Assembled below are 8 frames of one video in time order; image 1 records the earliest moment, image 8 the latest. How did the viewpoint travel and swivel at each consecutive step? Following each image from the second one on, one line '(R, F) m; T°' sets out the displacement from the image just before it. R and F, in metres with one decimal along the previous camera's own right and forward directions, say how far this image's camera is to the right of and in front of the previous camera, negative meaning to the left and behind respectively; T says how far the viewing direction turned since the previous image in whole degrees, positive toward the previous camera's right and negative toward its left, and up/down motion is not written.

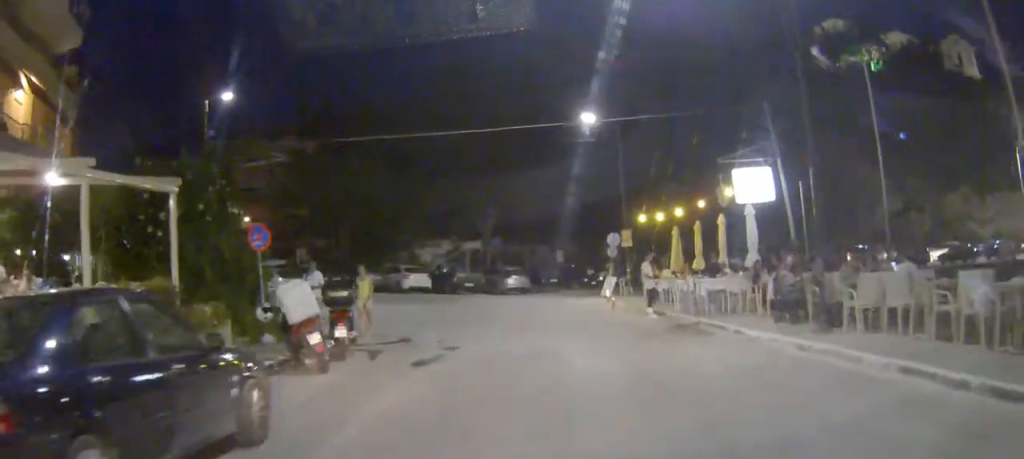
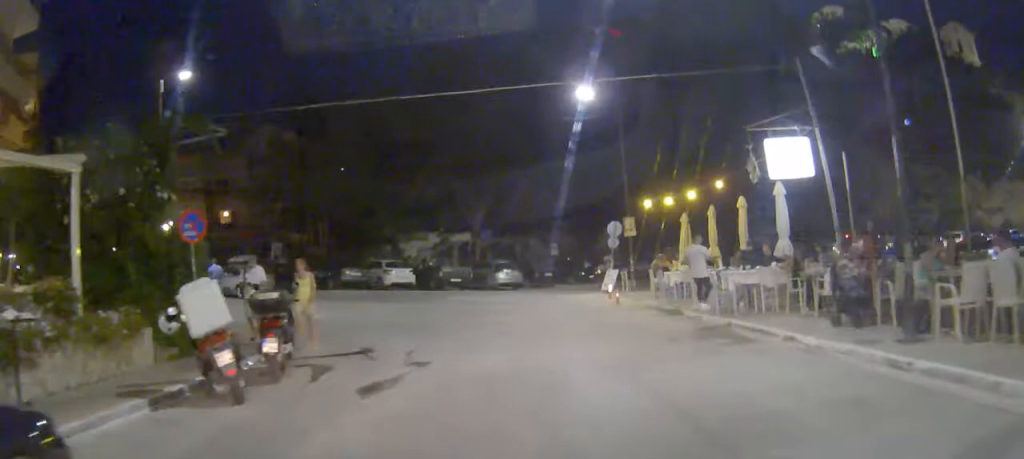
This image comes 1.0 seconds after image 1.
(0.0, +3.3) m; +1°
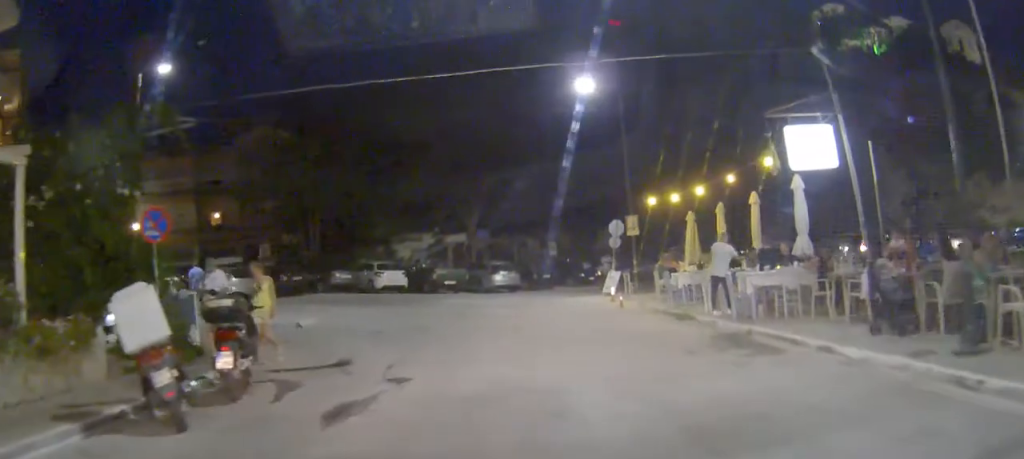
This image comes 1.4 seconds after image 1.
(0.0, +1.5) m; 0°
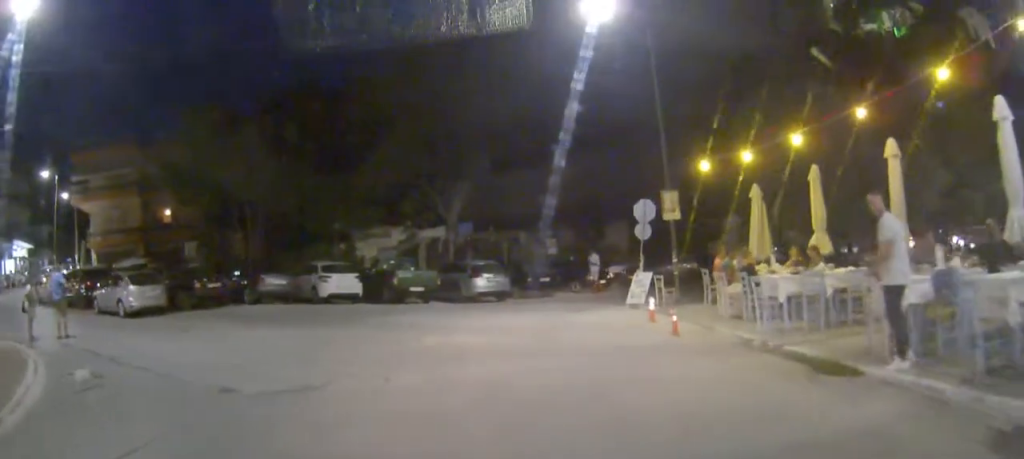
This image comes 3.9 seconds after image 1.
(-0.1, +8.5) m; -2°
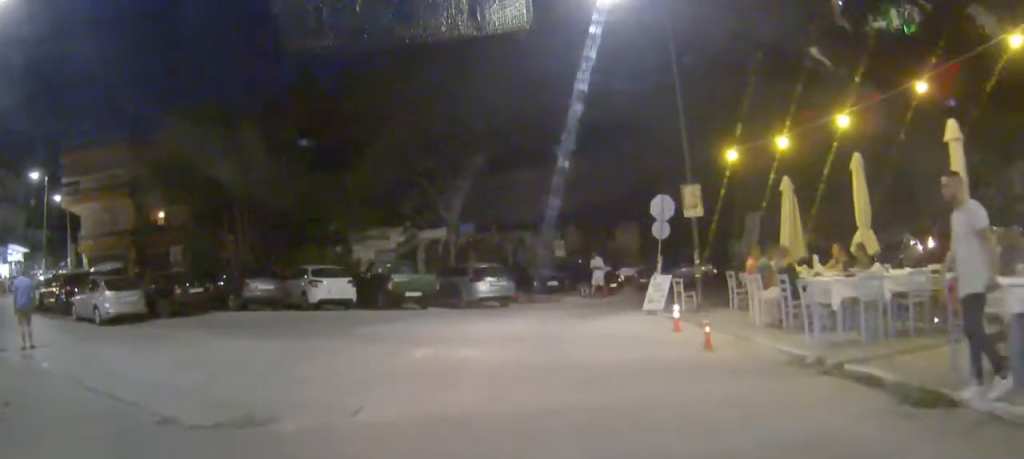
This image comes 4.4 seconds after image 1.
(0.0, +1.9) m; -1°
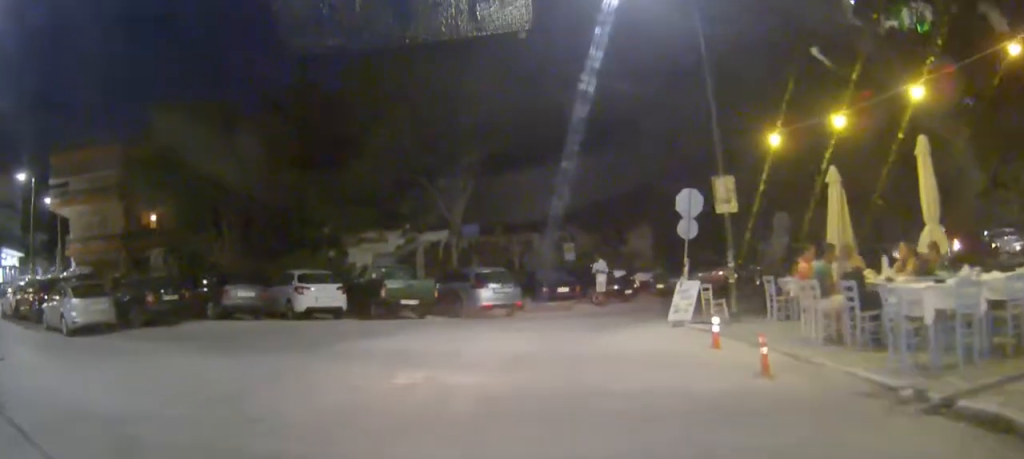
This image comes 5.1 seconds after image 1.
(0.0, +2.1) m; 0°
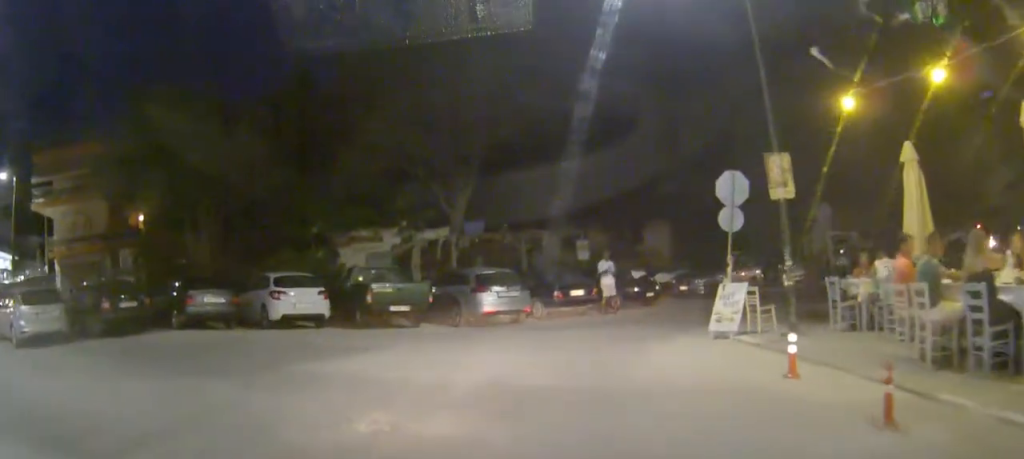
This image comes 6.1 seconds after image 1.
(0.0, +2.7) m; +1°
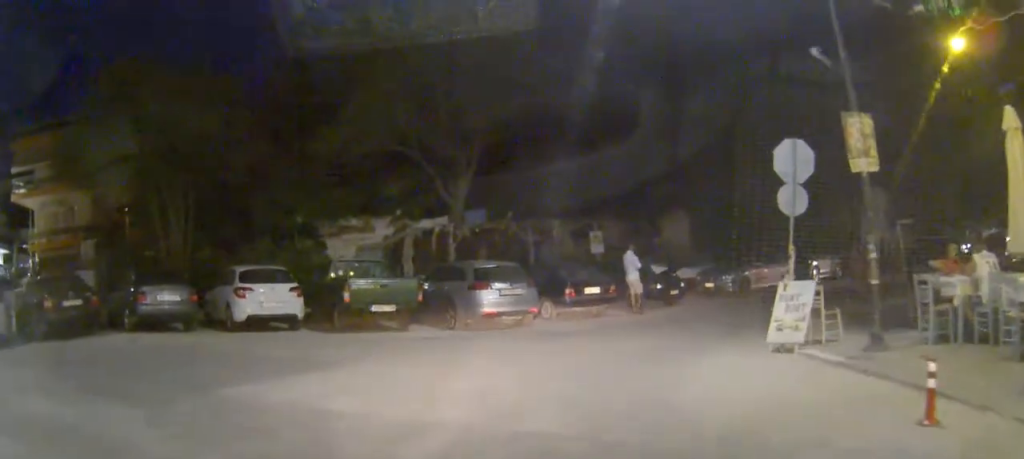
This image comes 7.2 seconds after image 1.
(0.0, +2.7) m; +2°
